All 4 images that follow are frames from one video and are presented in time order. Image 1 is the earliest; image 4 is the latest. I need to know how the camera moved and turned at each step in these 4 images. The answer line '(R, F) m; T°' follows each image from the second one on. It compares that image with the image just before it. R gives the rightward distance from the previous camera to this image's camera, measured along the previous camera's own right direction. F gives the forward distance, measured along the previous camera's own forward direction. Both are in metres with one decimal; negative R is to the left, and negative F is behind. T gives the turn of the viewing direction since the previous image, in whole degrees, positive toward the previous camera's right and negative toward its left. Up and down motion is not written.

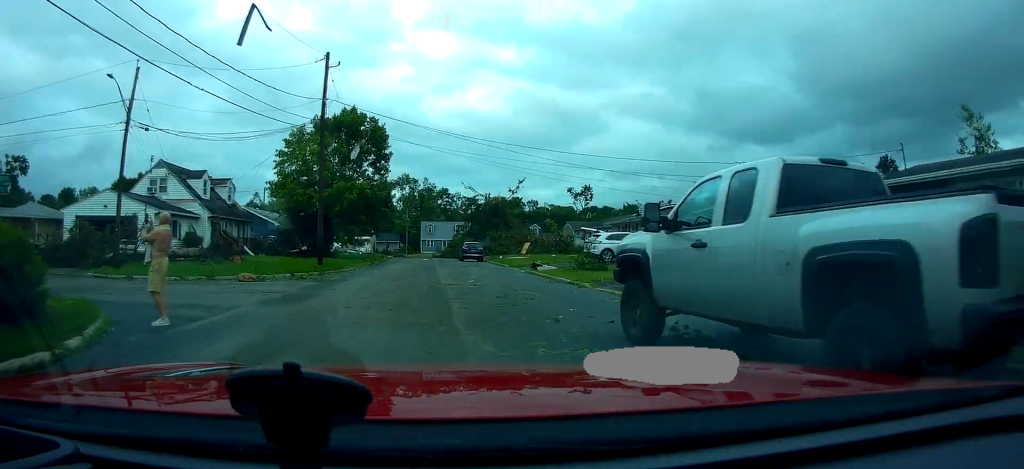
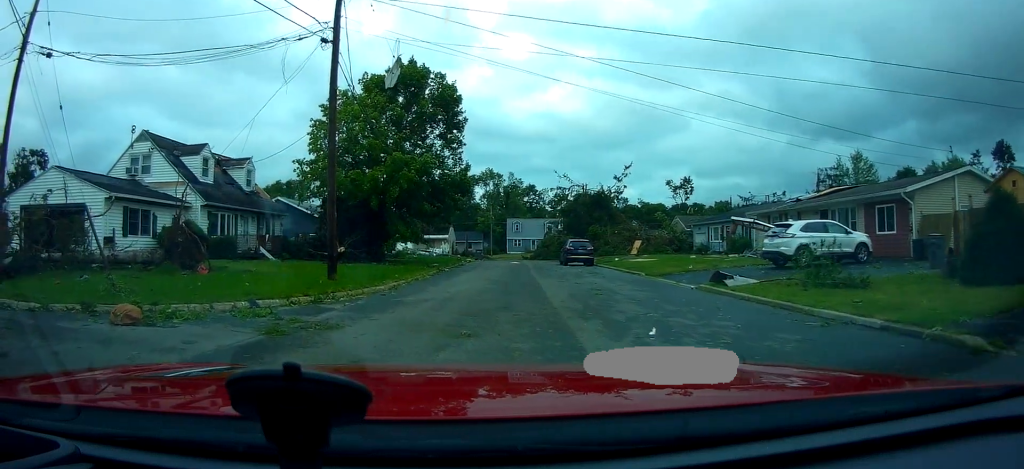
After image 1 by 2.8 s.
(+1.4, +12.1) m; -19°
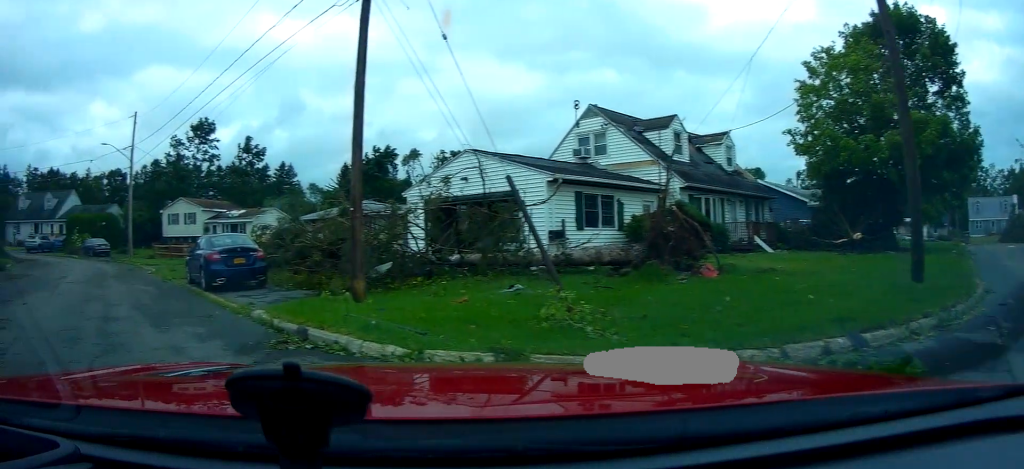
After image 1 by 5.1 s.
(-1.1, +6.5) m; -32°
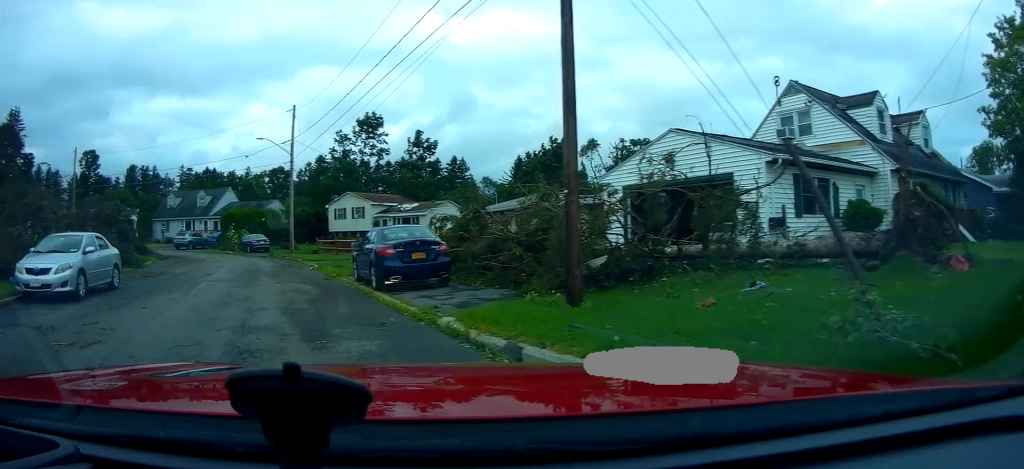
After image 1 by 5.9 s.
(-1.1, +2.0) m; -27°
